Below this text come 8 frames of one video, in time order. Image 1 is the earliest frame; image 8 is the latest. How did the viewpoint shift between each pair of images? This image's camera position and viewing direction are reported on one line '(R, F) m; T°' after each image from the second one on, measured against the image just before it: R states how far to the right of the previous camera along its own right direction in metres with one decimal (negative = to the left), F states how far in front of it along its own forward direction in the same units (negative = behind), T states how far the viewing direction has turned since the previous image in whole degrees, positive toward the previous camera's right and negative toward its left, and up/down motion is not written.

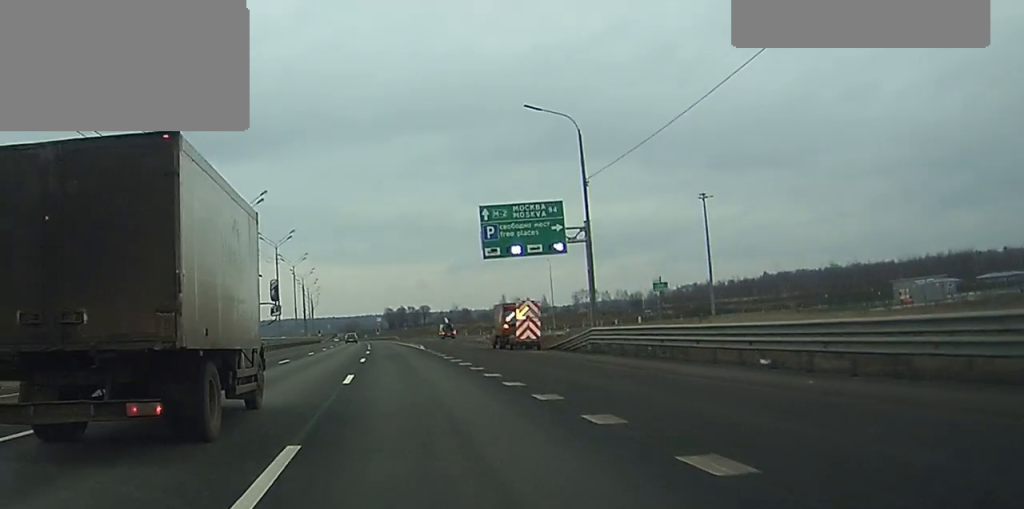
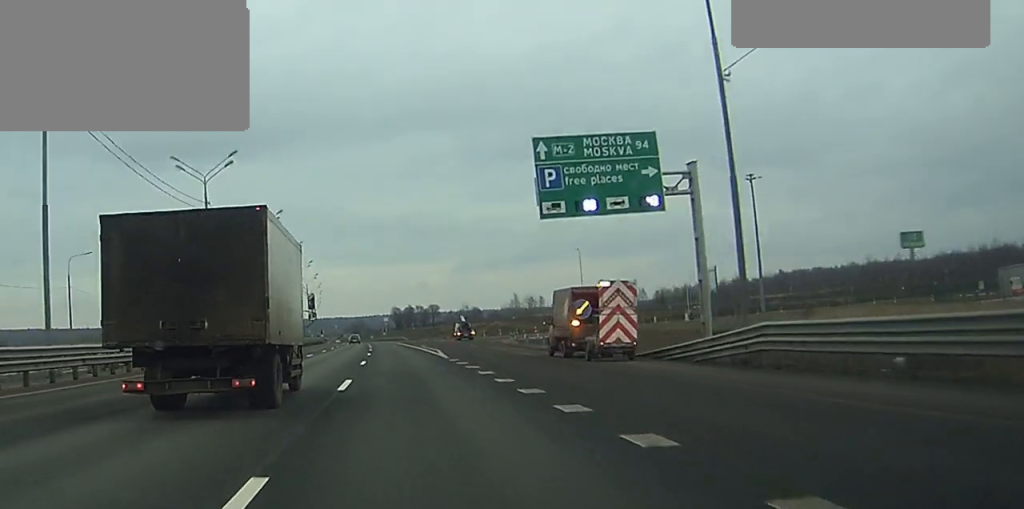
(0.0, +18.4) m; -1°
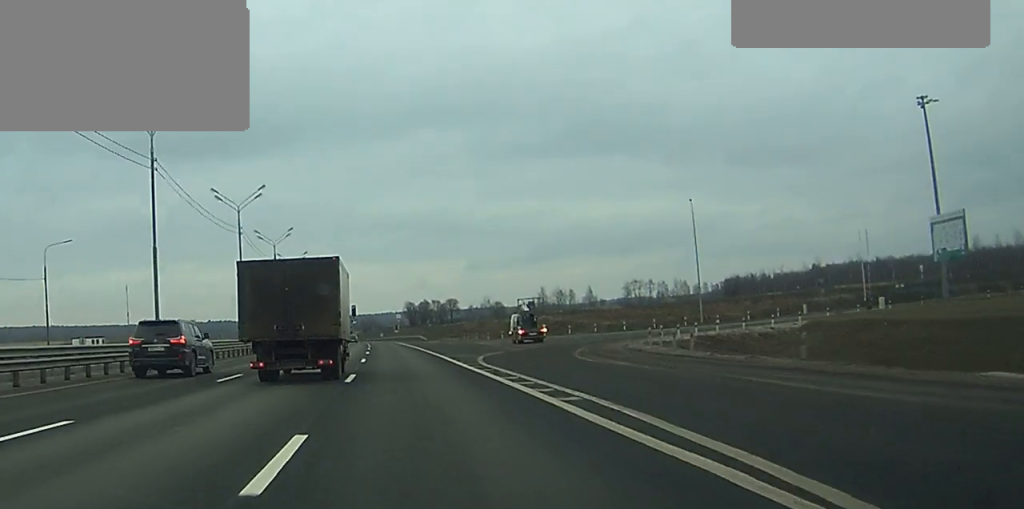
(-0.4, +45.0) m; -1°
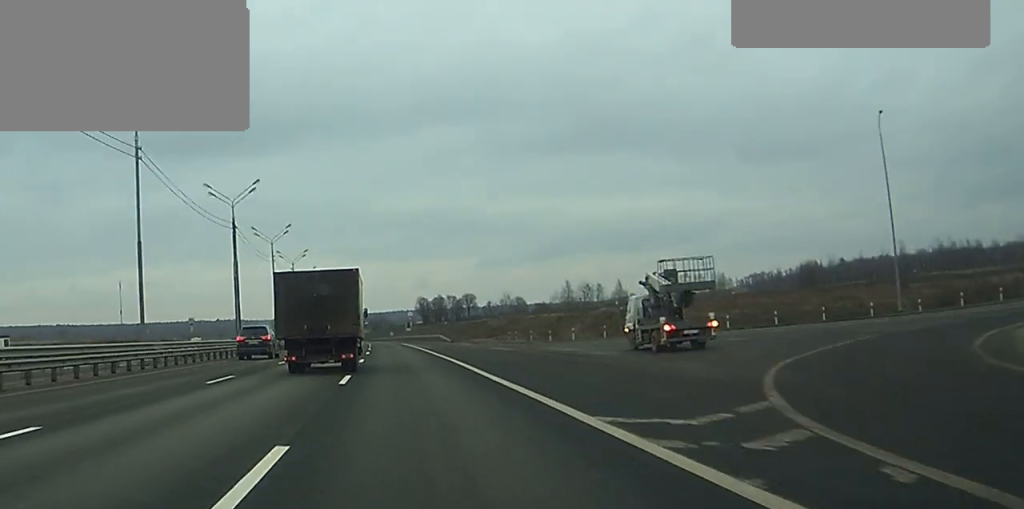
(-0.3, +33.3) m; -1°
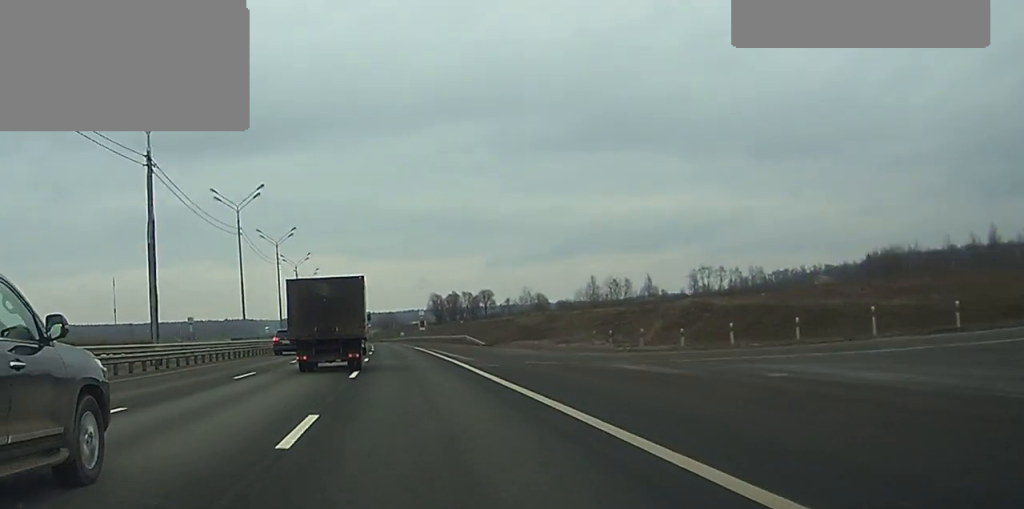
(-0.1, +28.3) m; 0°
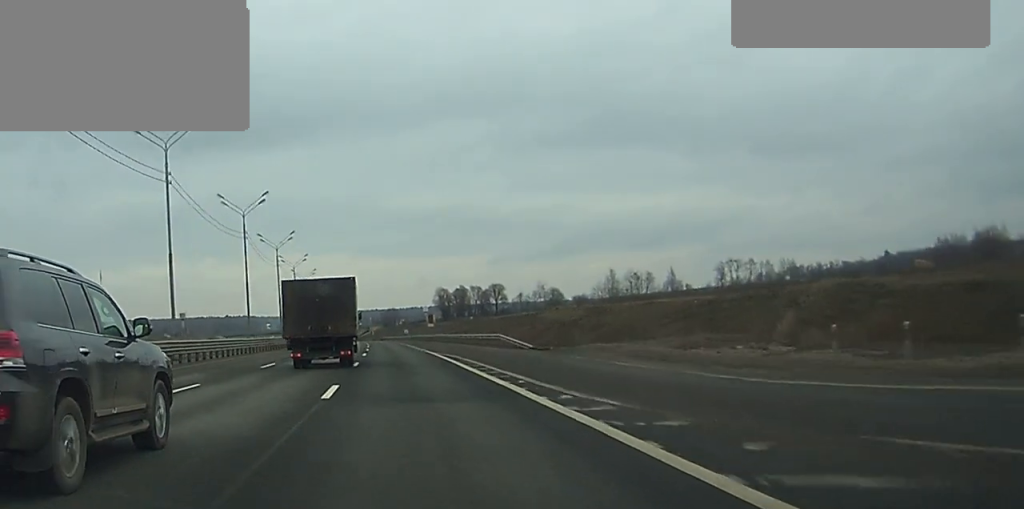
(0.0, +25.0) m; -1°
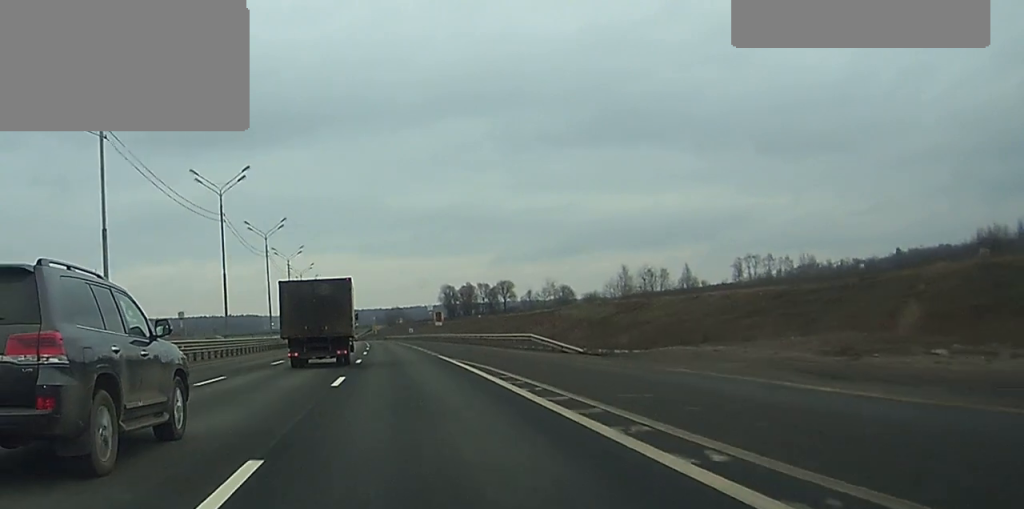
(0.0, +12.2) m; 0°
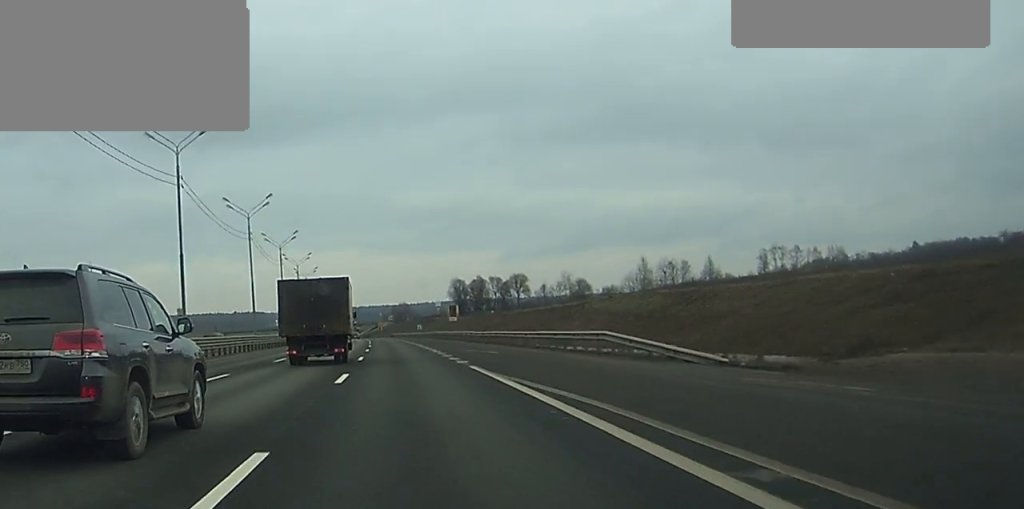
(-0.1, +15.7) m; -1°
